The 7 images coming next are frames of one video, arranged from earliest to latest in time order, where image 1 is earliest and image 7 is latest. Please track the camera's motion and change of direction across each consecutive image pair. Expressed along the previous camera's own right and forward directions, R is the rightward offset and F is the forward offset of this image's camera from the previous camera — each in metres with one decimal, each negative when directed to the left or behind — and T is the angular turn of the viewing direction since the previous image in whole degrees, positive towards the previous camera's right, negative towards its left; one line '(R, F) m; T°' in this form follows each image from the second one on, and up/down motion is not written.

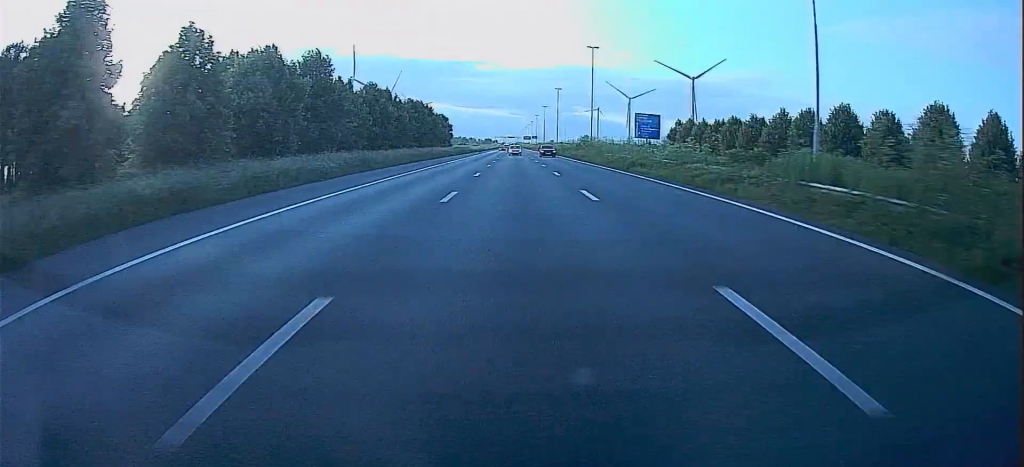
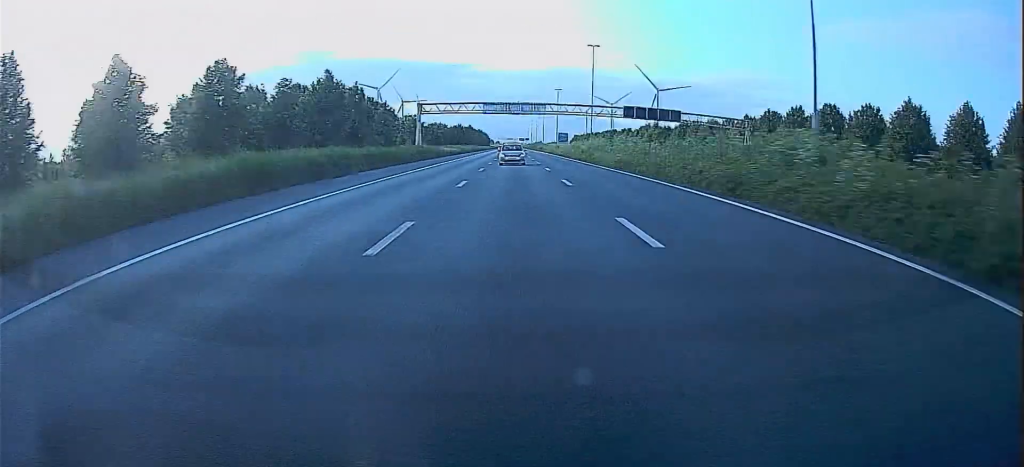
(+0.8, +262.2) m; 0°
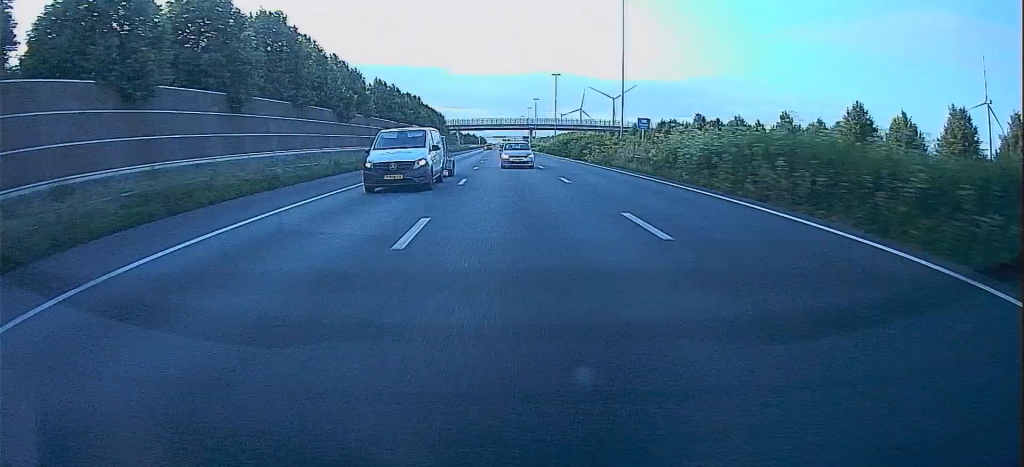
(+2.5, +326.5) m; +1°
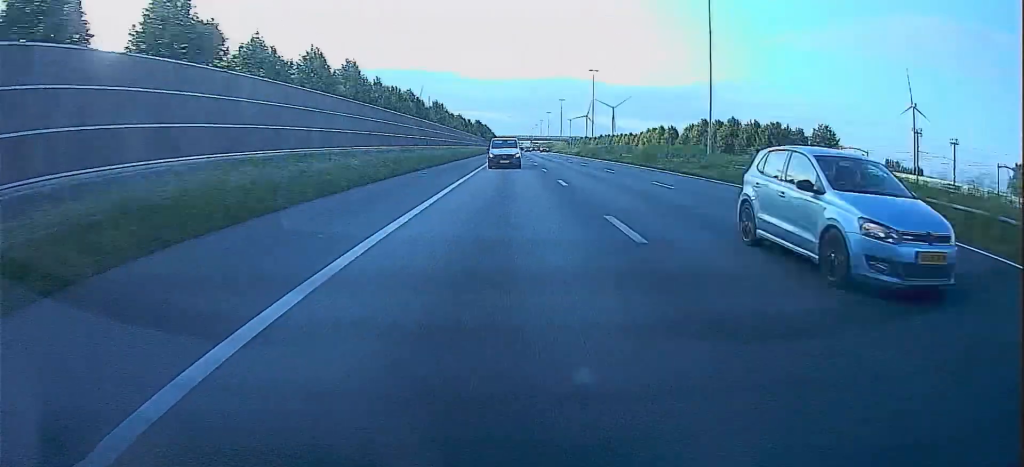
(+0.6, +243.1) m; 0°
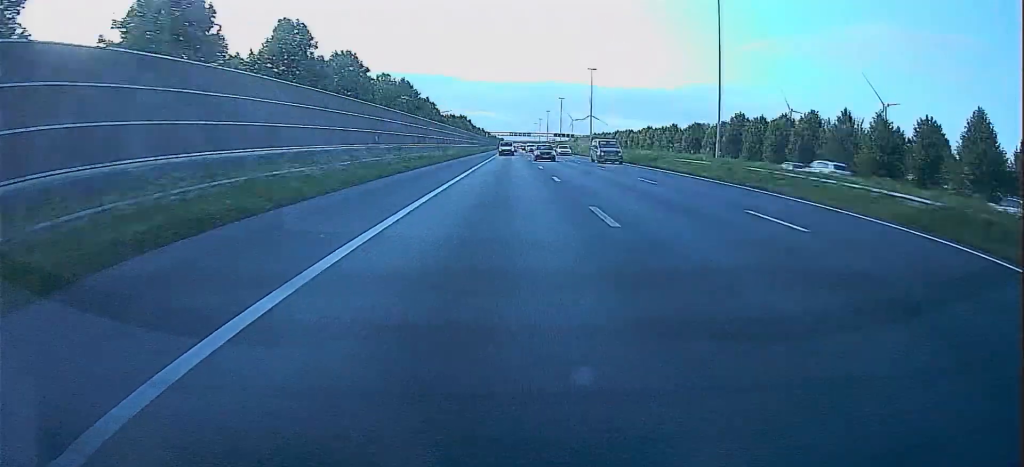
(-3.3, +511.6) m; -1°
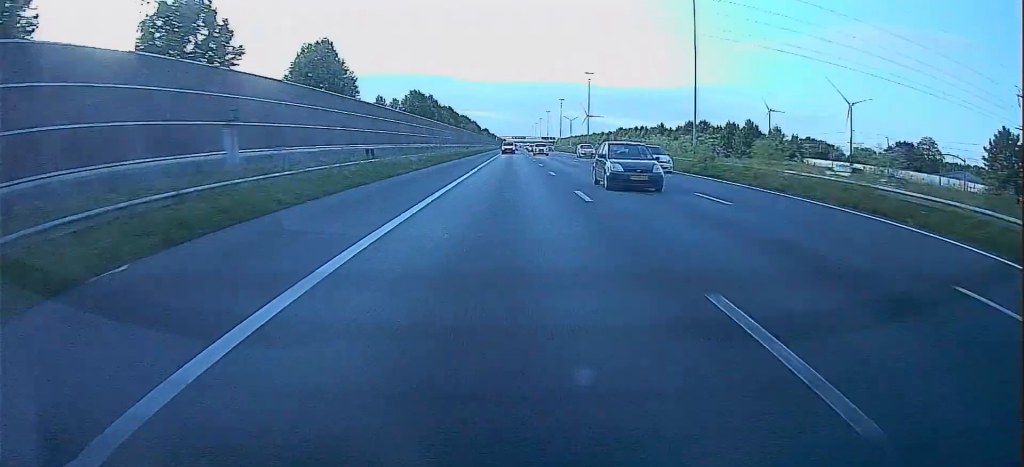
(-0.1, +129.2) m; 0°
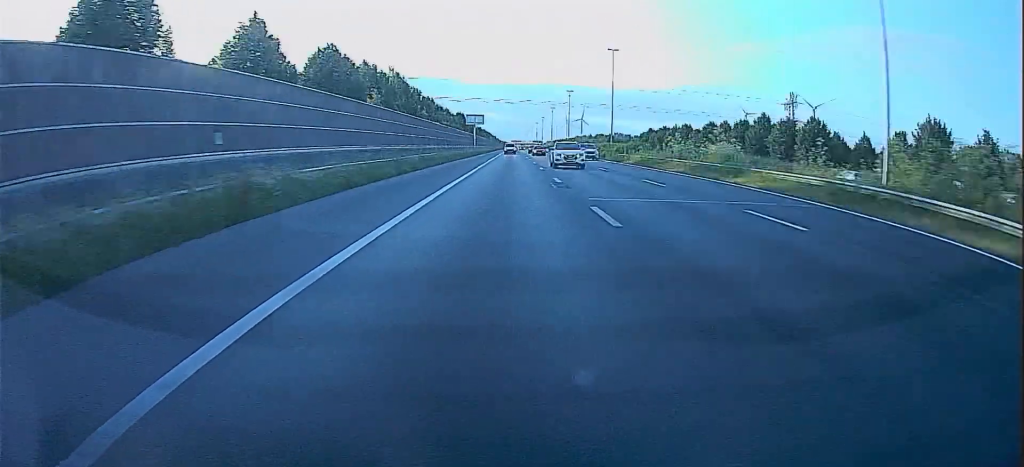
(-0.2, +172.4) m; 0°
